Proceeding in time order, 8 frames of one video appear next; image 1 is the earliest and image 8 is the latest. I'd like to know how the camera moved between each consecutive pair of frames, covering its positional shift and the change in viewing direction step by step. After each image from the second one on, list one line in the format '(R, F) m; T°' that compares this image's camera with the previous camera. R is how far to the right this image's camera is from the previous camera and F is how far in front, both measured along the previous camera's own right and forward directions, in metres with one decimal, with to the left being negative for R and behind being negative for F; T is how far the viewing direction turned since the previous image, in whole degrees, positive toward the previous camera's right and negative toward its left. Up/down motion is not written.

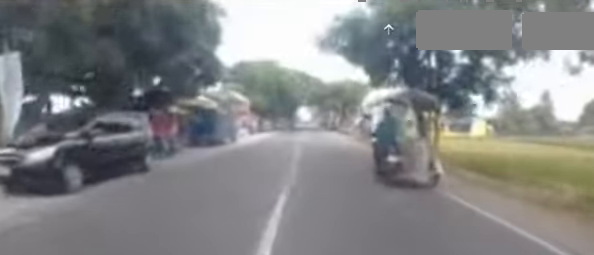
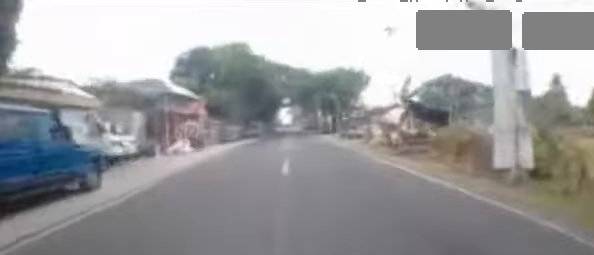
(+0.1, +12.6) m; +1°
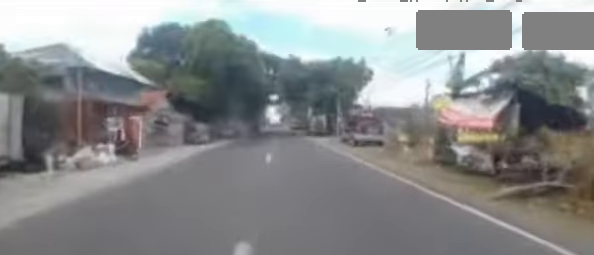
(0.0, +6.7) m; +2°
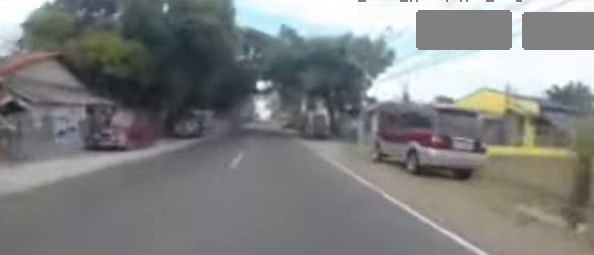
(+0.4, +10.7) m; +3°
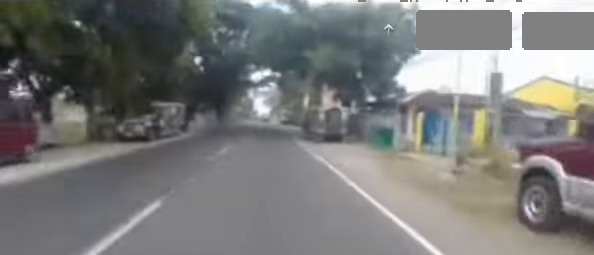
(+0.1, +7.0) m; 0°
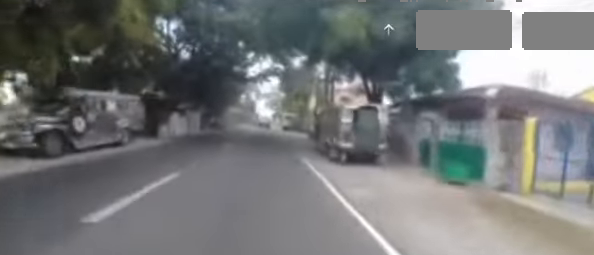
(+0.1, +6.9) m; -2°
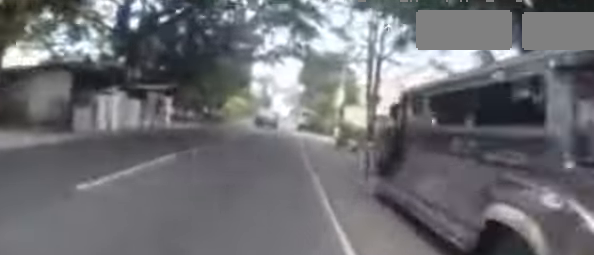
(-0.4, +8.7) m; -3°
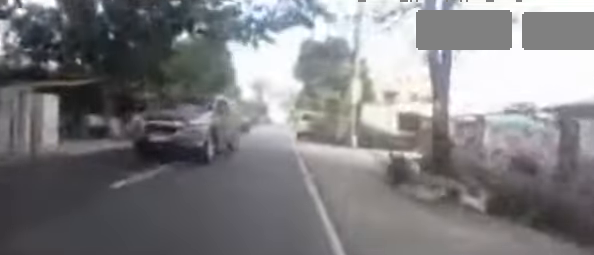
(0.0, +8.5) m; -3°
